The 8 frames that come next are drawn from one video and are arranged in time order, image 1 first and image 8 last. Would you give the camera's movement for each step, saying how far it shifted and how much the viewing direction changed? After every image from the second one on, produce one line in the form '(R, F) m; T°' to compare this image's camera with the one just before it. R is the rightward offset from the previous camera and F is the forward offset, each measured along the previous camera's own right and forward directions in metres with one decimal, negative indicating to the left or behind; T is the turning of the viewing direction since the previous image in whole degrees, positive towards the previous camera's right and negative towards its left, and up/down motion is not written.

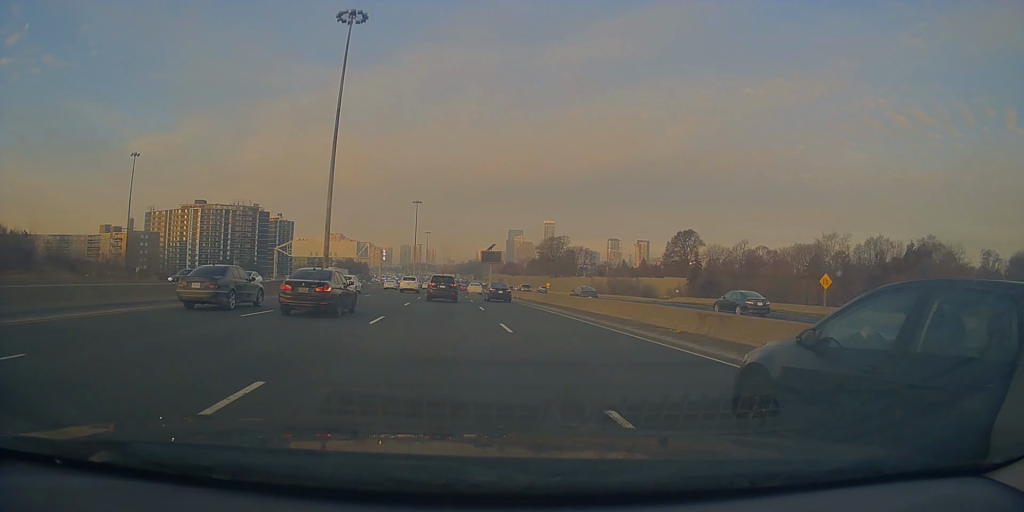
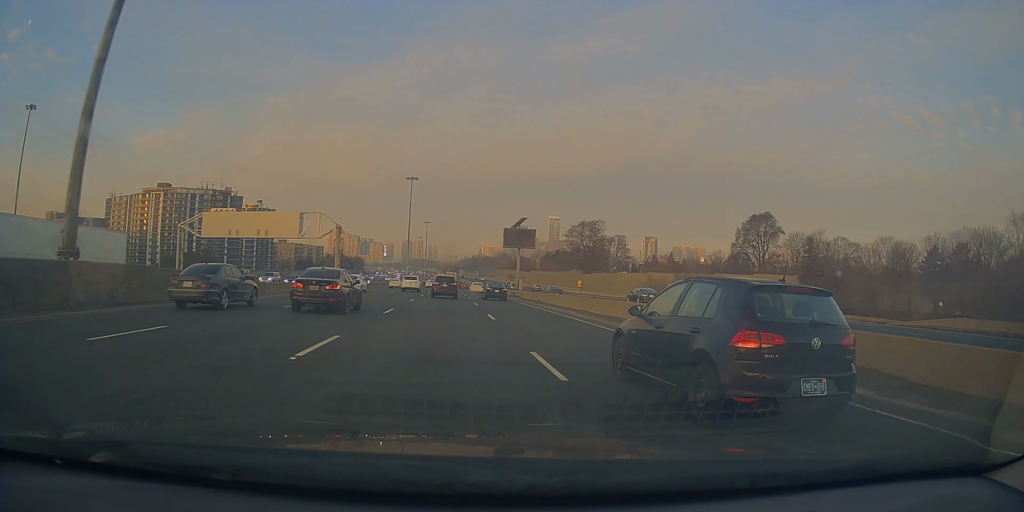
(+0.2, +42.6) m; +1°
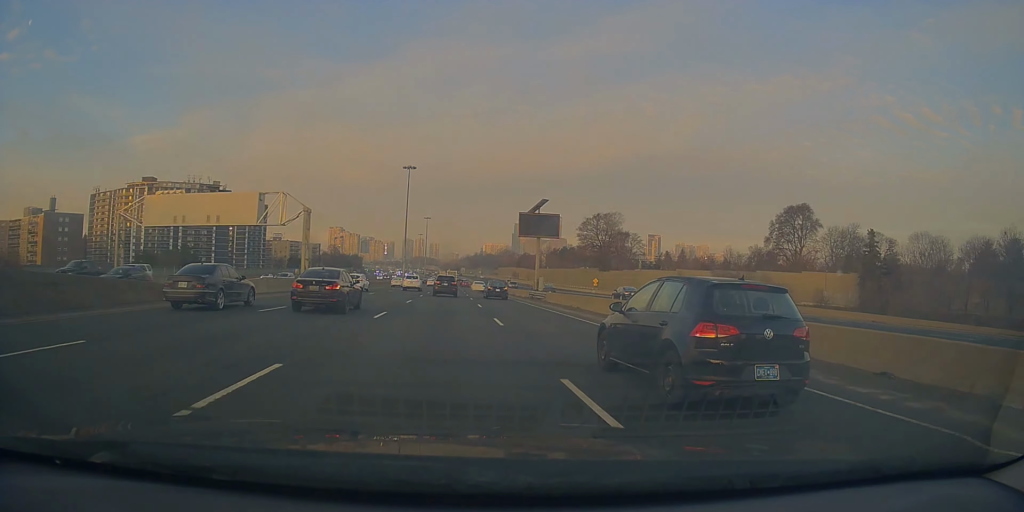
(-0.3, +14.8) m; 0°
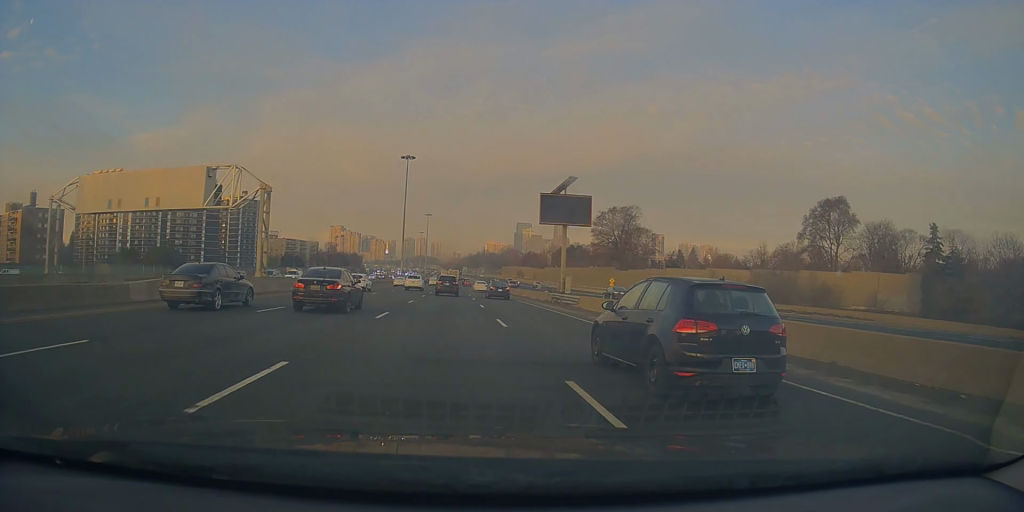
(-0.1, +12.0) m; 0°
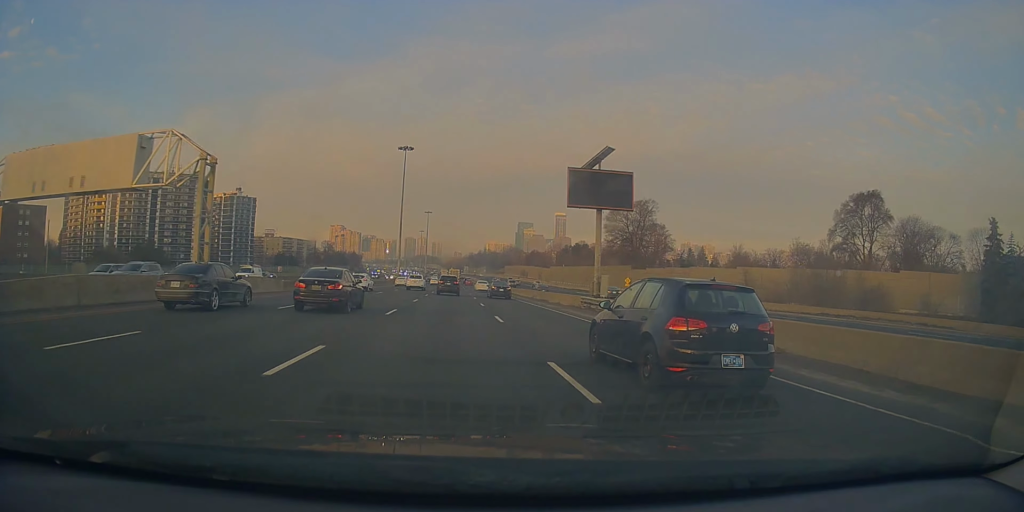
(+0.1, +10.1) m; 0°
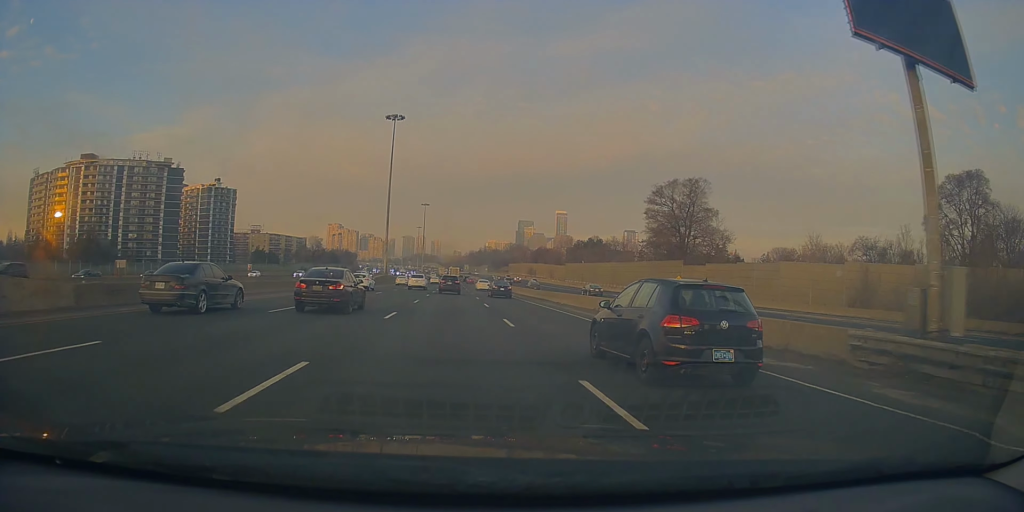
(-0.2, +25.2) m; +1°
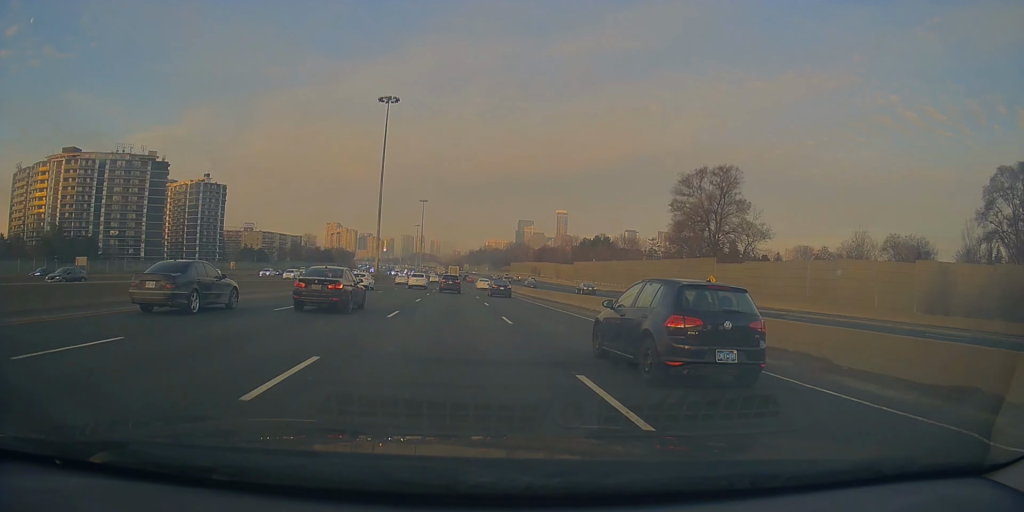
(-0.2, +11.3) m; +1°
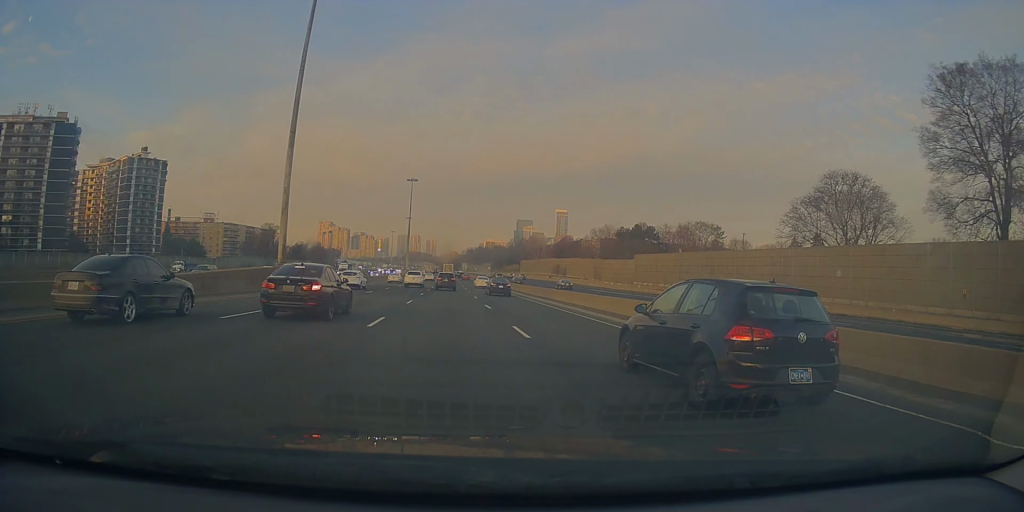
(+0.6, +51.6) m; 0°
